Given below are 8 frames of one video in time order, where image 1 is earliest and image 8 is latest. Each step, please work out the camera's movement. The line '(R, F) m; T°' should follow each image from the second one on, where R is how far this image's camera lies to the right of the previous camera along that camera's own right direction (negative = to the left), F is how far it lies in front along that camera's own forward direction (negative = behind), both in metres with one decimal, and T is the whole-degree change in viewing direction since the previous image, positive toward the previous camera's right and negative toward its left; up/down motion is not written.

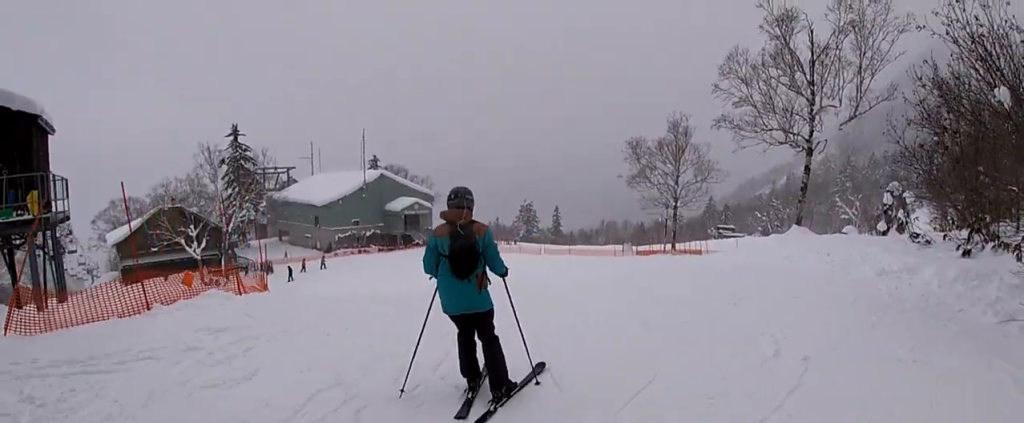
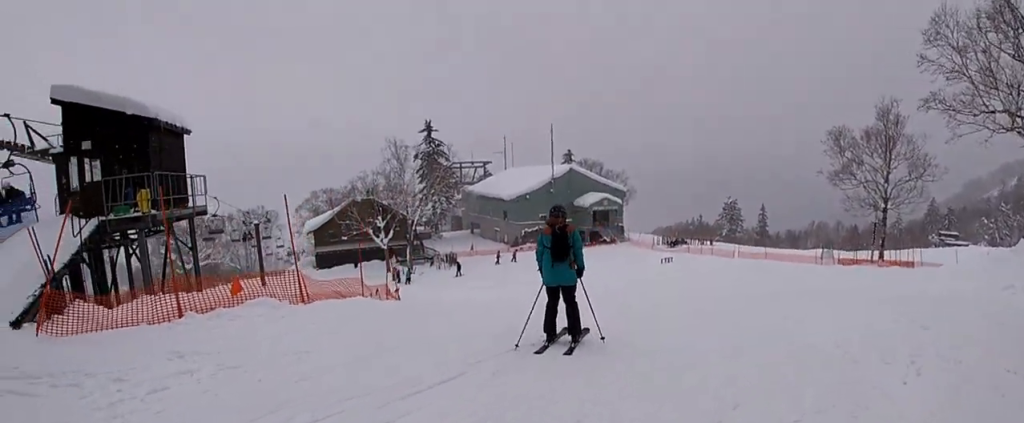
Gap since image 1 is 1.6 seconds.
(-0.4, +3.5) m; -18°
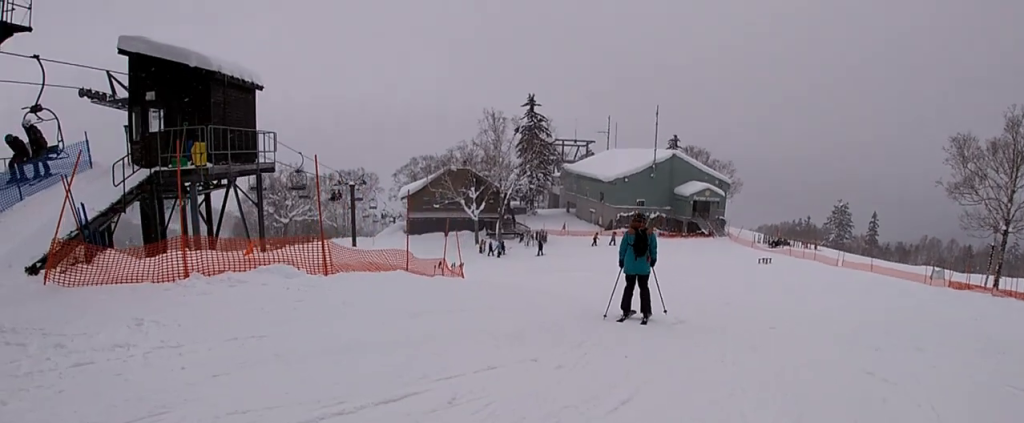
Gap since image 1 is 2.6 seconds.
(-0.3, +1.8) m; -18°
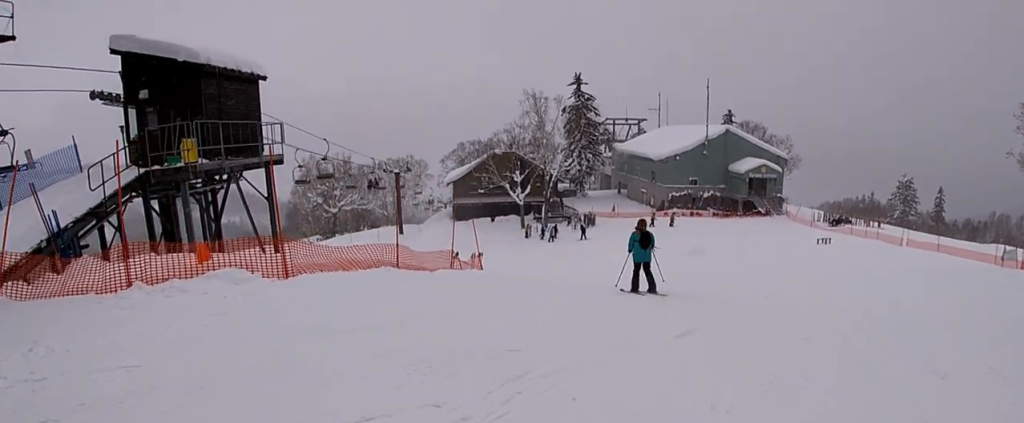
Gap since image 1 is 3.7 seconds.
(-0.3, +2.0) m; -25°
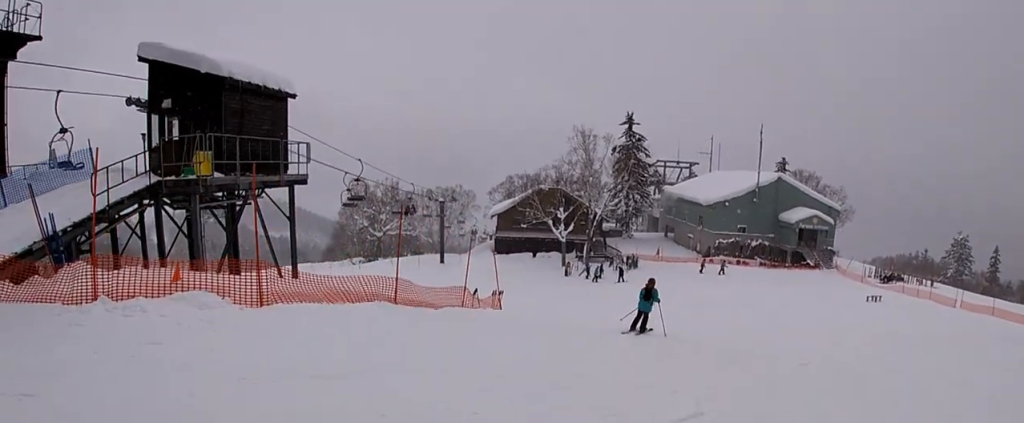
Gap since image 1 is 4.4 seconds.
(-0.2, +1.4) m; -6°
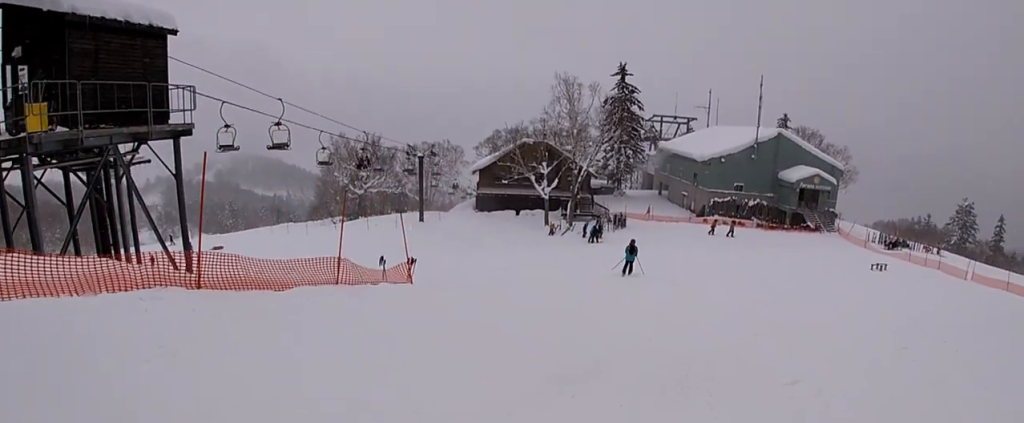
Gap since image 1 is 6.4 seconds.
(+0.5, +5.0) m; +7°
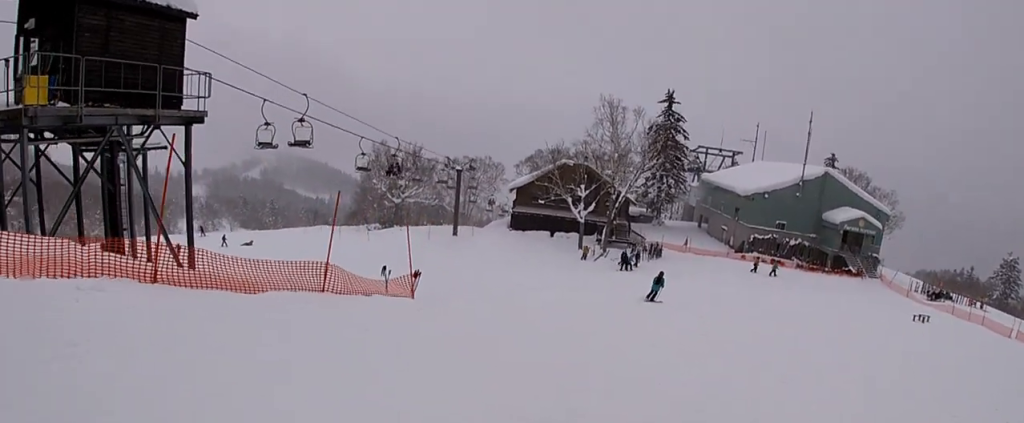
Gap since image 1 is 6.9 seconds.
(-0.5, +1.4) m; 0°
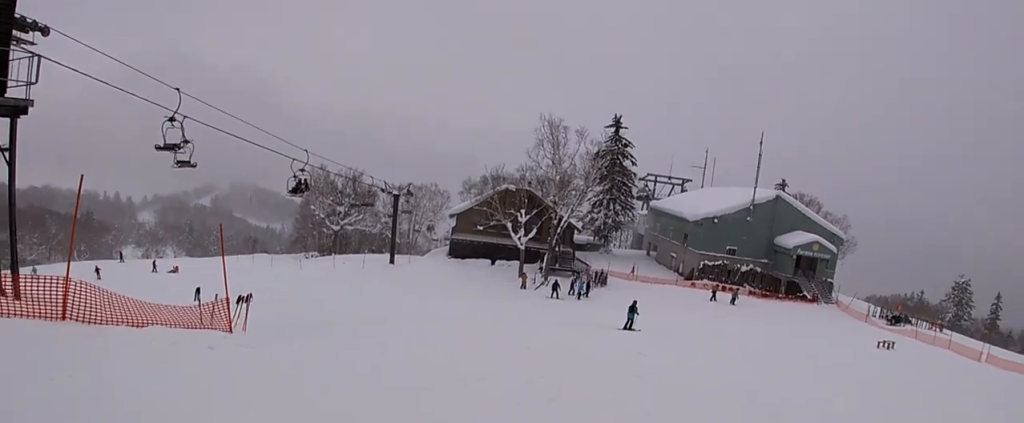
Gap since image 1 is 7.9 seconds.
(+0.7, +4.0) m; +5°
